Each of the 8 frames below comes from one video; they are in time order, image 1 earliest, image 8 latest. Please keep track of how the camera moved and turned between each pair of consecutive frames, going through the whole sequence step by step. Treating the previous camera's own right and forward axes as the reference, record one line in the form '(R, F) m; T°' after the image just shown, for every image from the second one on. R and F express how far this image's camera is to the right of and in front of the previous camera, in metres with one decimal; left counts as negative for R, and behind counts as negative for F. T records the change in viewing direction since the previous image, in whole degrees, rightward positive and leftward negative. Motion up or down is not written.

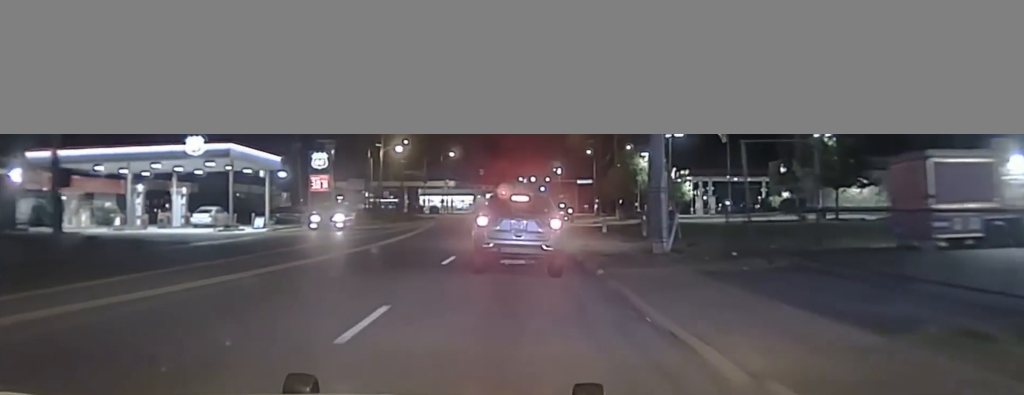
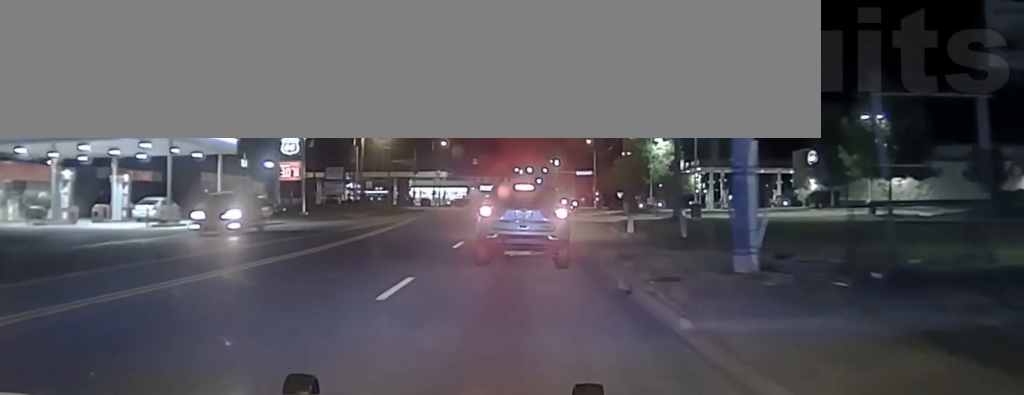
(0.0, +9.7) m; 0°
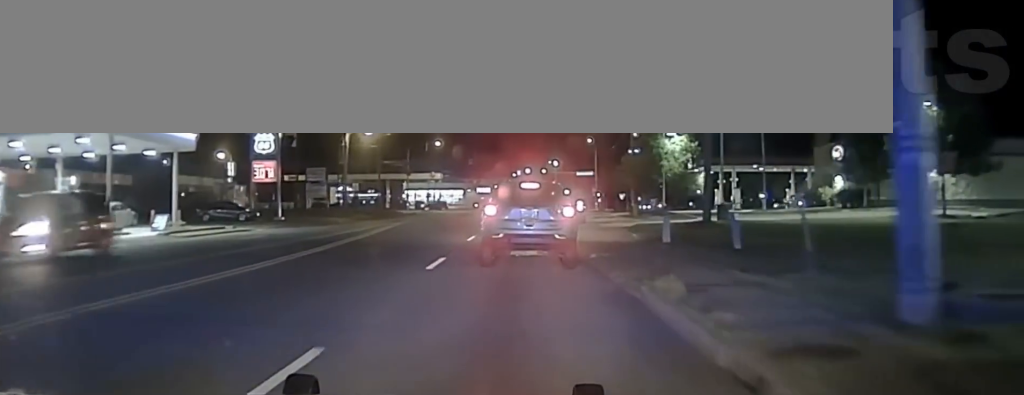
(0.0, +8.1) m; 0°
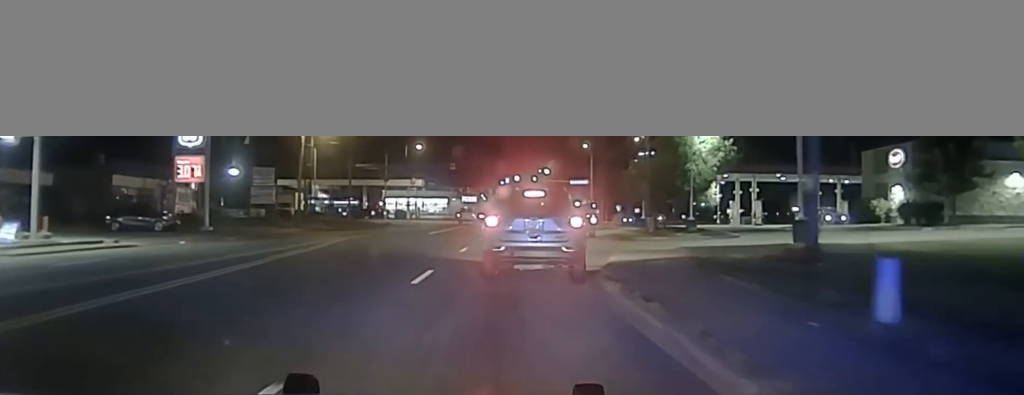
(+0.2, +15.5) m; +2°
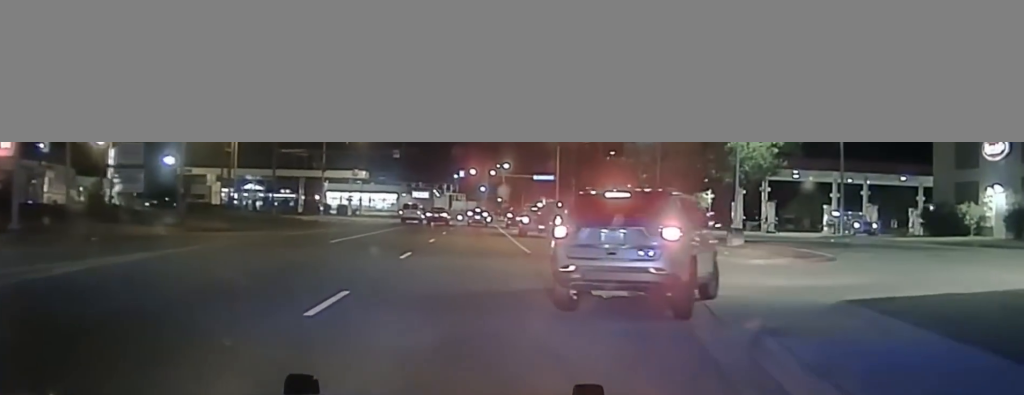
(+0.7, +19.4) m; +6°
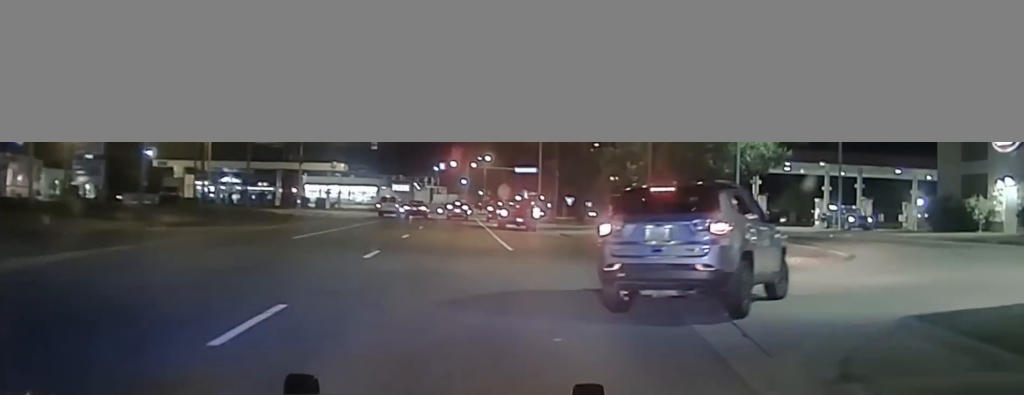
(0.0, +2.7) m; +3°
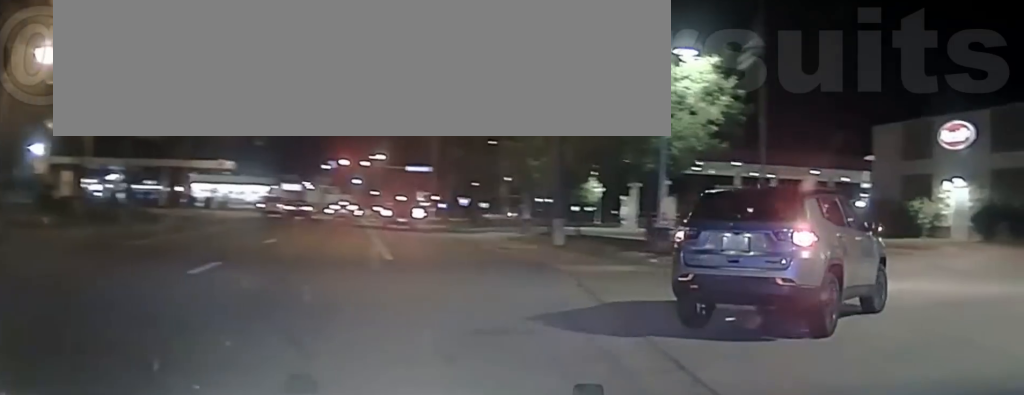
(+0.2, +4.5) m; +8°
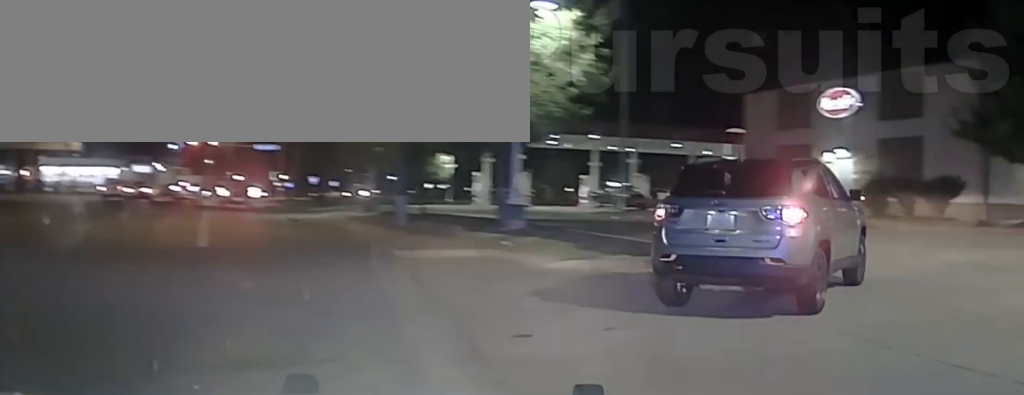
(+0.1, +2.9) m; +8°
